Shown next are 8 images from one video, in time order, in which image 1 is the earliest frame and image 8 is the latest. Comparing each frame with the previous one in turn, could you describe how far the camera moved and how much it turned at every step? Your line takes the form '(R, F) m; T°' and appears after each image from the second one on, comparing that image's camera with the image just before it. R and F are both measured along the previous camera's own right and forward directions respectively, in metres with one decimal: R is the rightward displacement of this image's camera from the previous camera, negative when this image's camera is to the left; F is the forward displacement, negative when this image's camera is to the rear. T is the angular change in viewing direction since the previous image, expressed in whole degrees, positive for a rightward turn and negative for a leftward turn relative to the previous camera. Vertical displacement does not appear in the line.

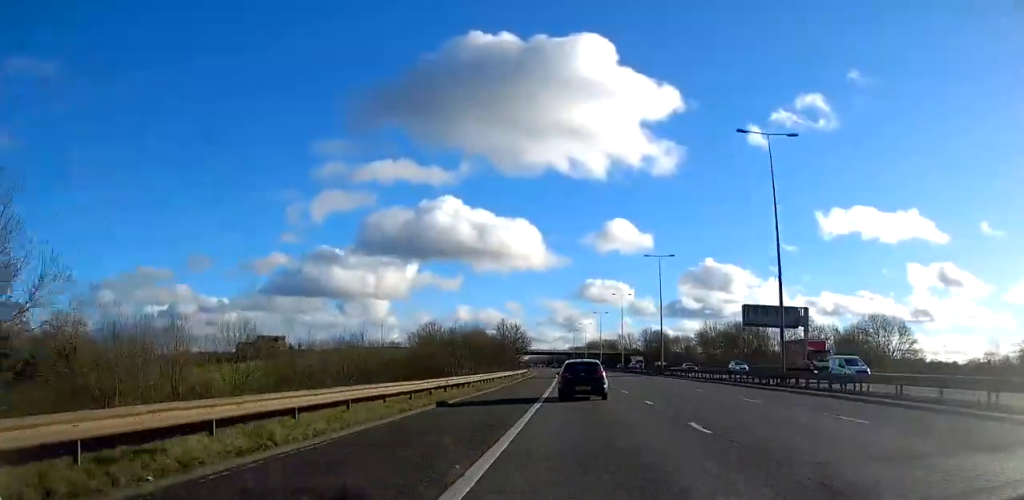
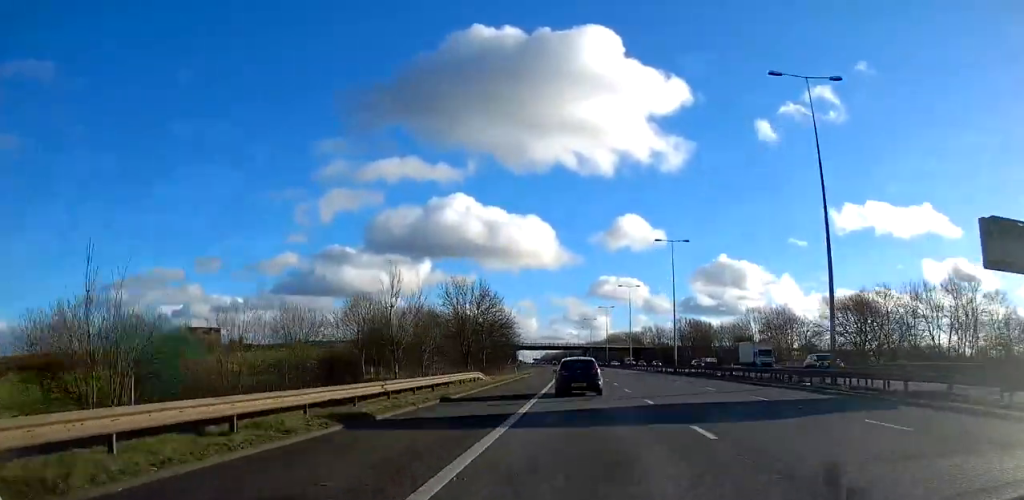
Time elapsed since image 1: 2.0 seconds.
(+0.3, +55.2) m; 0°
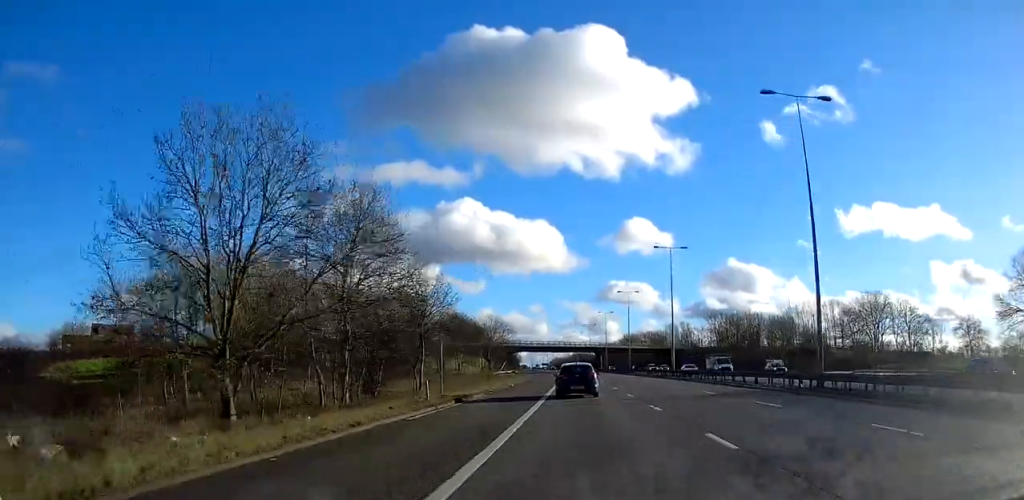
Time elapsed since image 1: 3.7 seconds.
(-0.7, +44.8) m; -1°
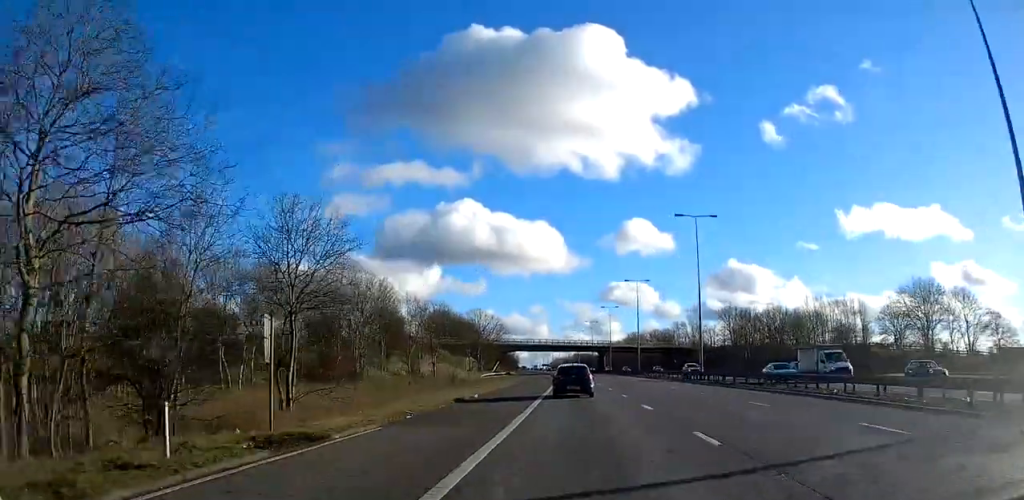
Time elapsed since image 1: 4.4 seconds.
(+0.1, +17.4) m; 0°
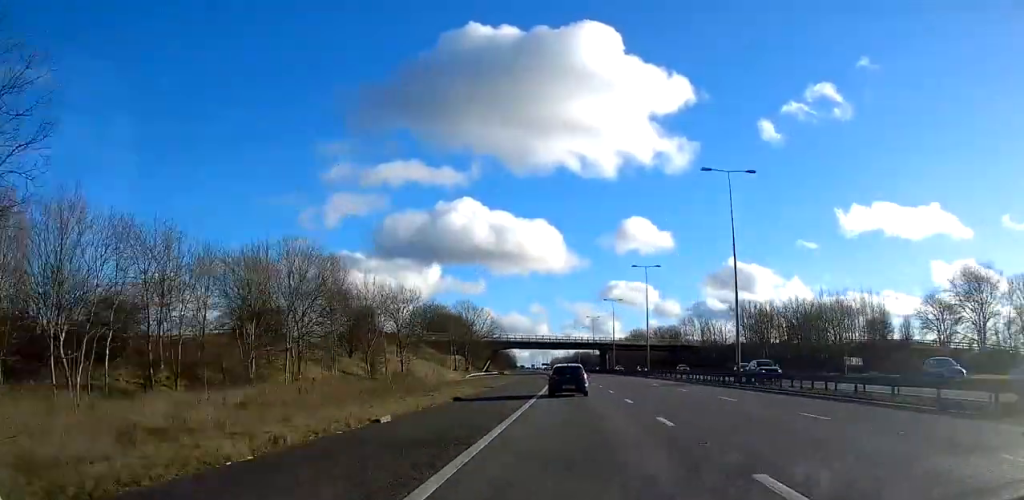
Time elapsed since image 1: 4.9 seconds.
(+0.1, +13.9) m; 0°
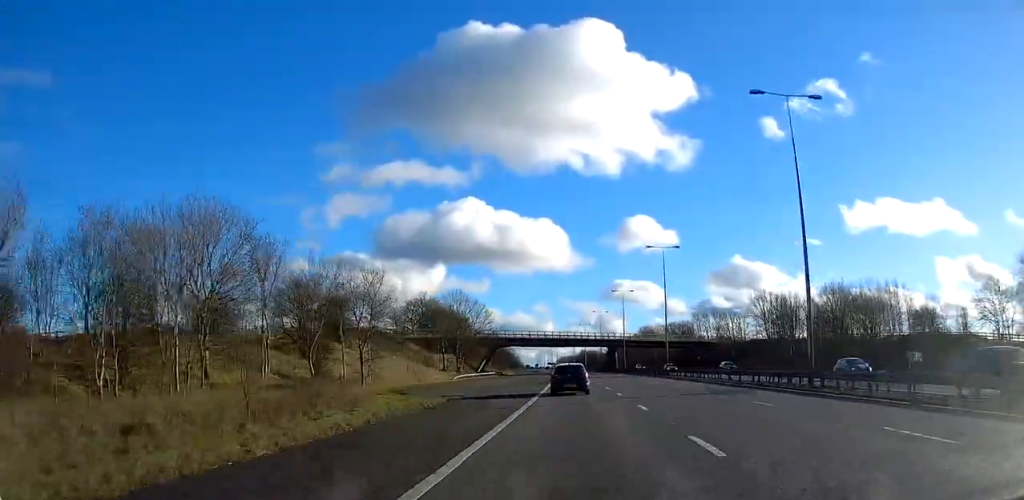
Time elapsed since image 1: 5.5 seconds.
(-0.2, +13.9) m; -1°
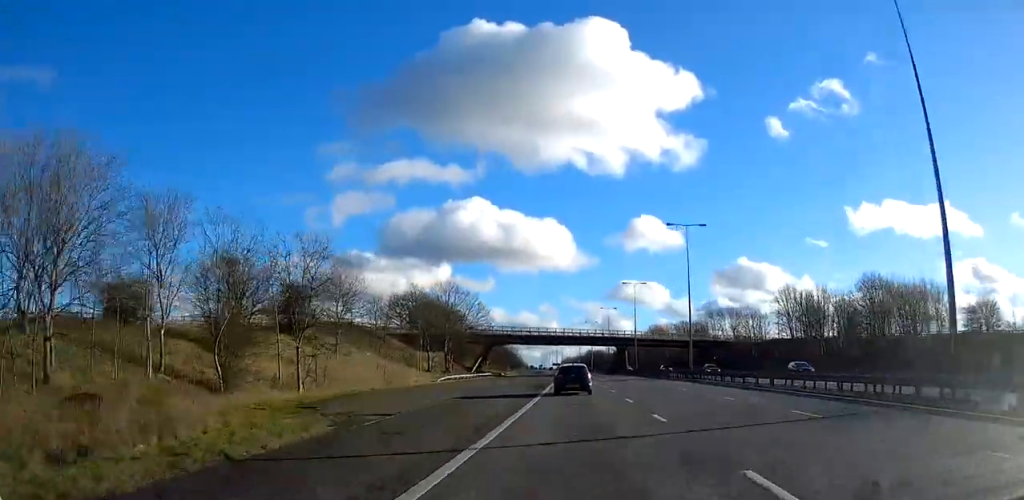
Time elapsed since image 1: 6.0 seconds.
(-0.1, +13.0) m; -1°
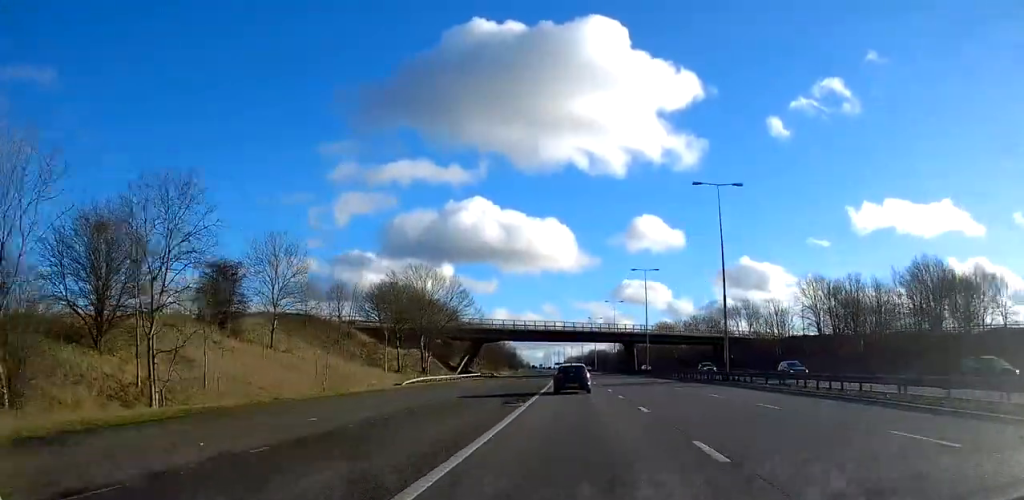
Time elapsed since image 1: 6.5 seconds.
(0.0, +14.7) m; -1°
